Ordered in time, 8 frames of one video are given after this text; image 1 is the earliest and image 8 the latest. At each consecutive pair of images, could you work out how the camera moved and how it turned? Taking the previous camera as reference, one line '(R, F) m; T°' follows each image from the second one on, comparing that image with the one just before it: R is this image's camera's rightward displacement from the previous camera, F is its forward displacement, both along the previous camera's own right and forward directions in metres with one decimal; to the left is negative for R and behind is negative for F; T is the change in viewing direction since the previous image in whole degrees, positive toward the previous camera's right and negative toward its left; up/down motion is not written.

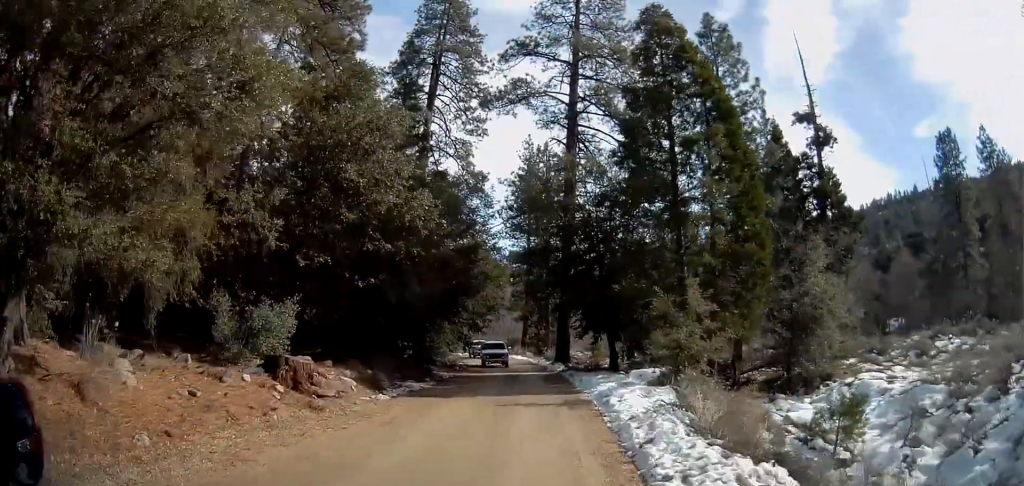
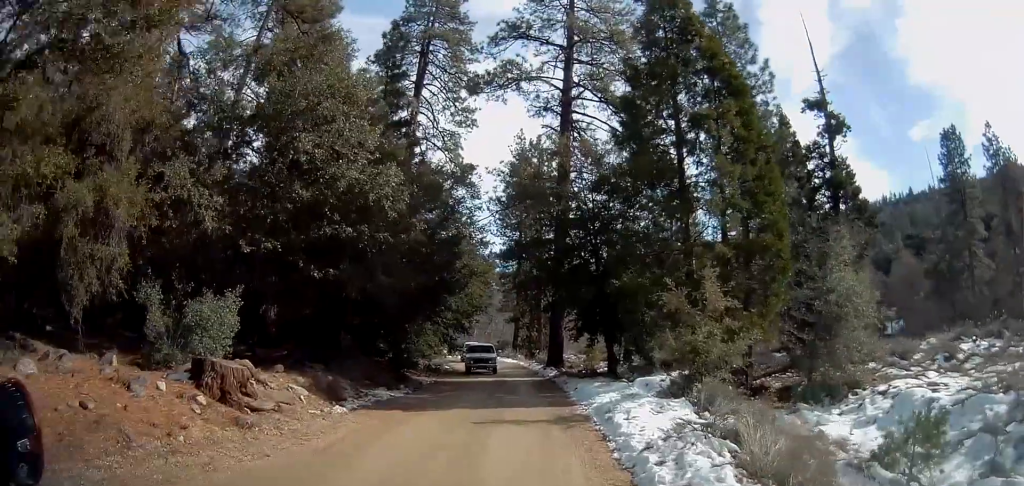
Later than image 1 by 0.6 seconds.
(+0.1, +3.0) m; +1°
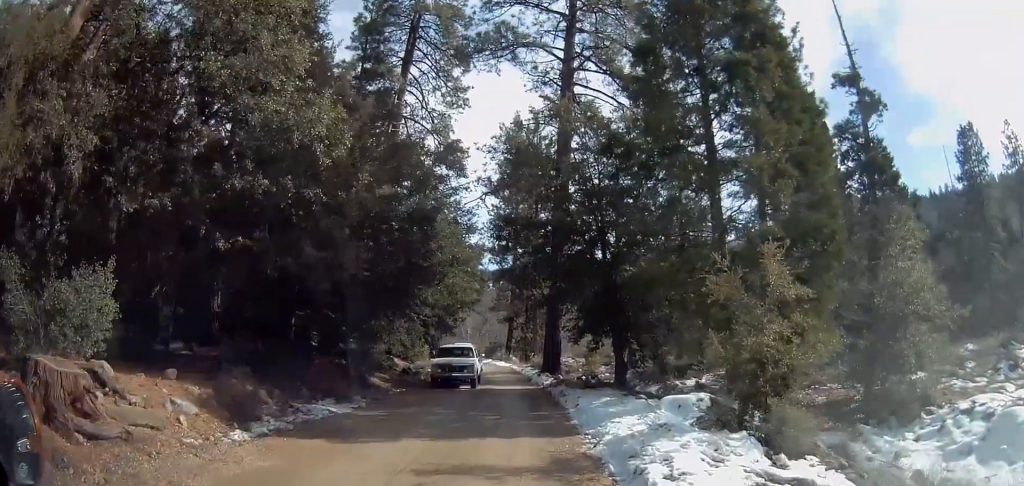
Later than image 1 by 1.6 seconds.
(+0.2, +4.9) m; 0°
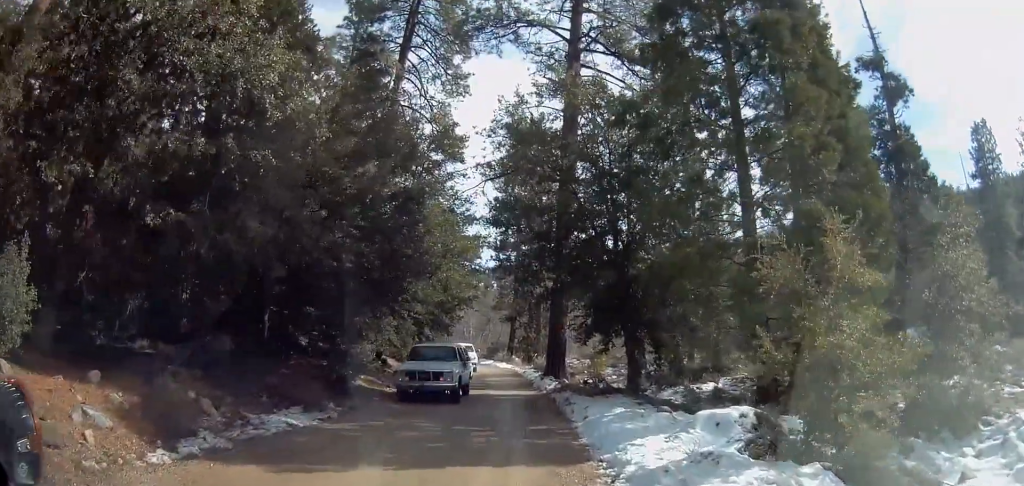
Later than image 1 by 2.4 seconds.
(-0.2, +2.9) m; -2°
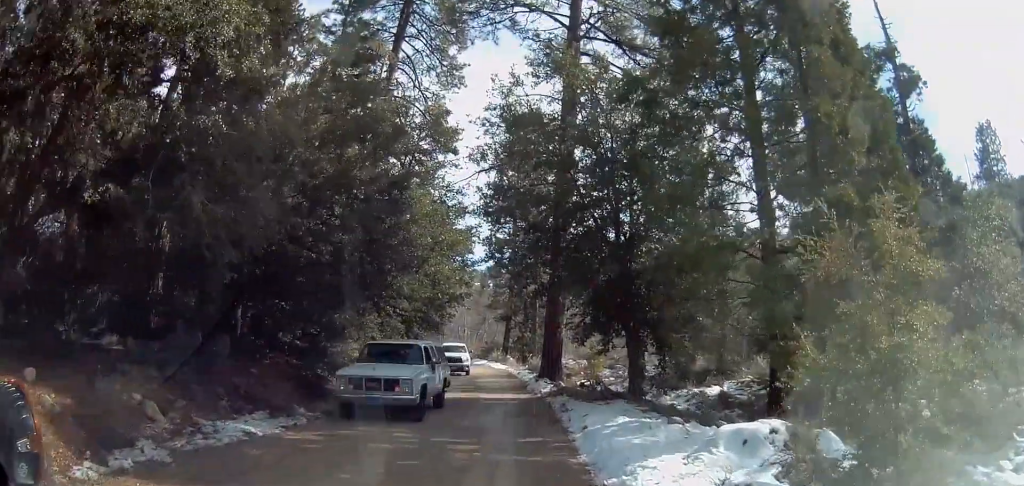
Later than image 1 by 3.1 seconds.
(+0.1, +1.8) m; 0°
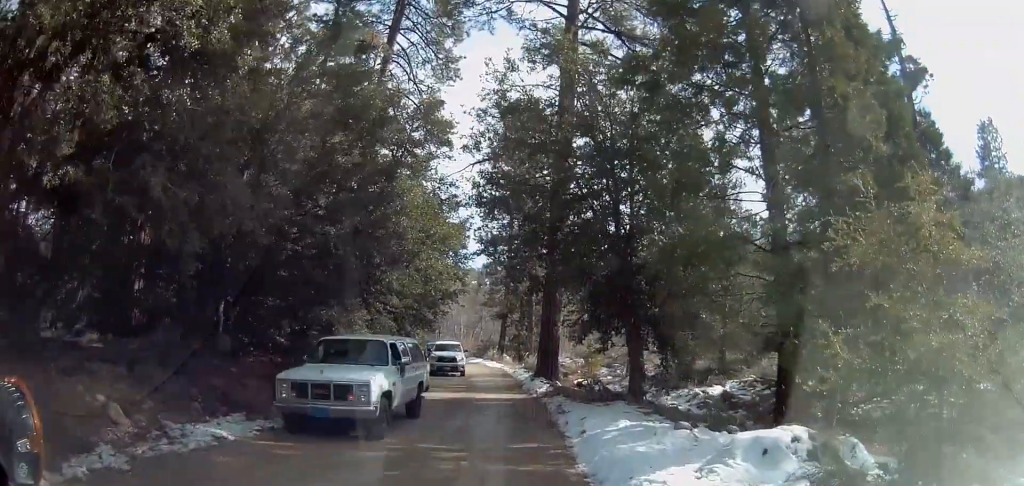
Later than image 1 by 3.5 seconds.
(0.0, +1.0) m; -2°
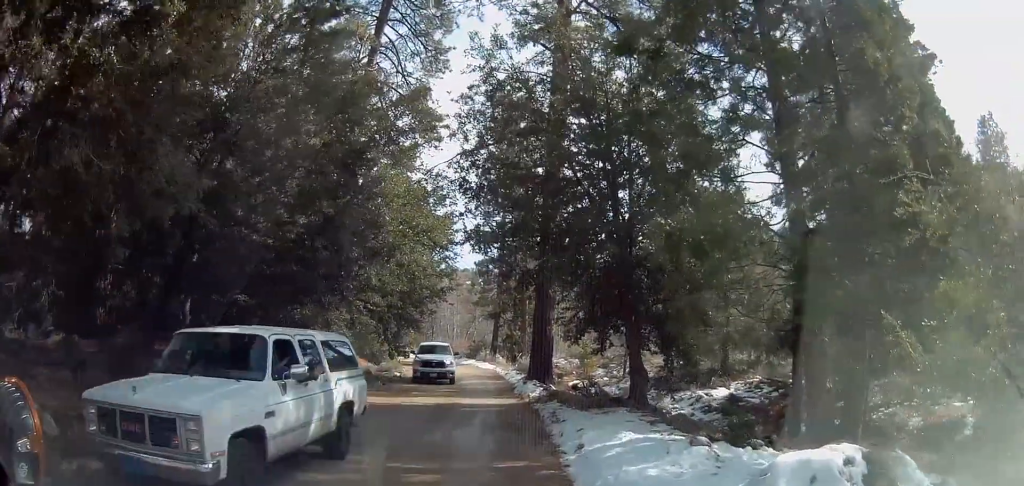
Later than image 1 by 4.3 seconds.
(-0.1, +1.6) m; -6°
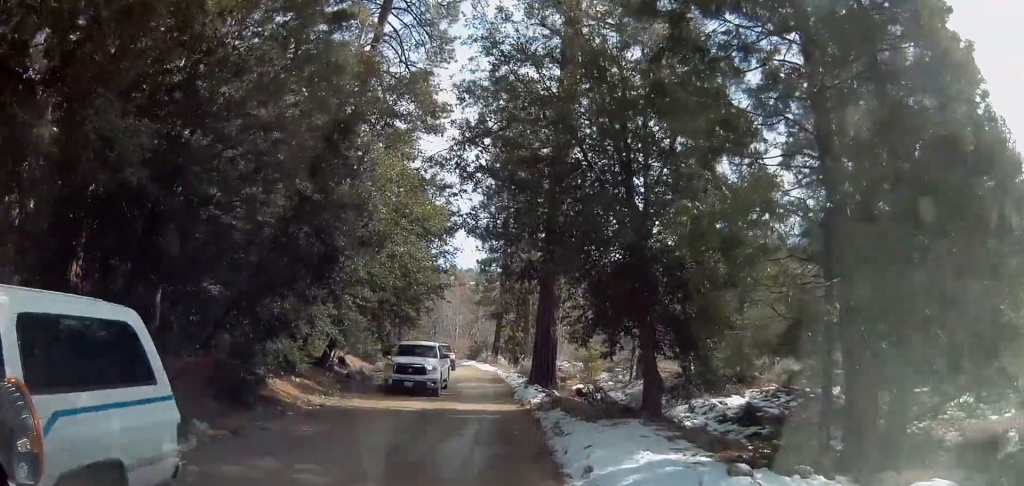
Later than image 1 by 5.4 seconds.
(-0.1, +1.4) m; 0°
